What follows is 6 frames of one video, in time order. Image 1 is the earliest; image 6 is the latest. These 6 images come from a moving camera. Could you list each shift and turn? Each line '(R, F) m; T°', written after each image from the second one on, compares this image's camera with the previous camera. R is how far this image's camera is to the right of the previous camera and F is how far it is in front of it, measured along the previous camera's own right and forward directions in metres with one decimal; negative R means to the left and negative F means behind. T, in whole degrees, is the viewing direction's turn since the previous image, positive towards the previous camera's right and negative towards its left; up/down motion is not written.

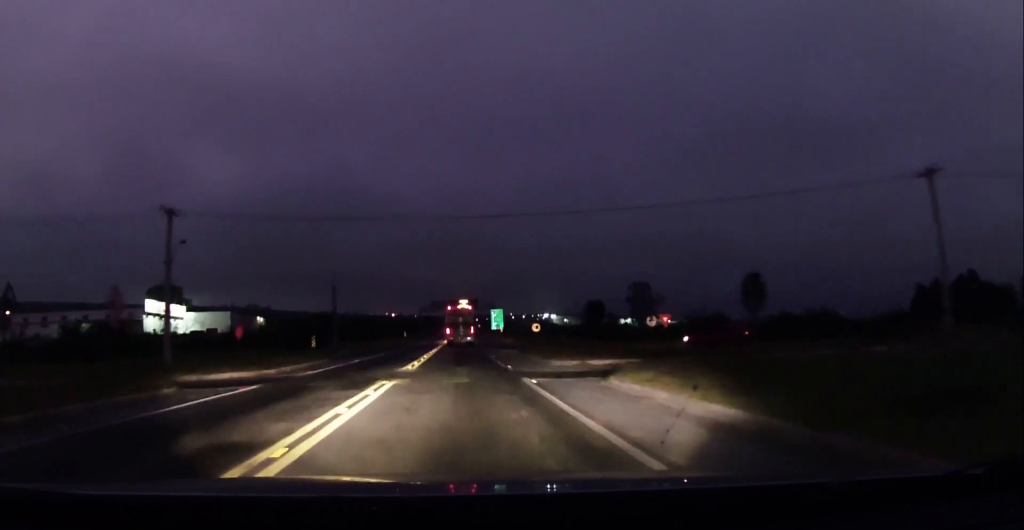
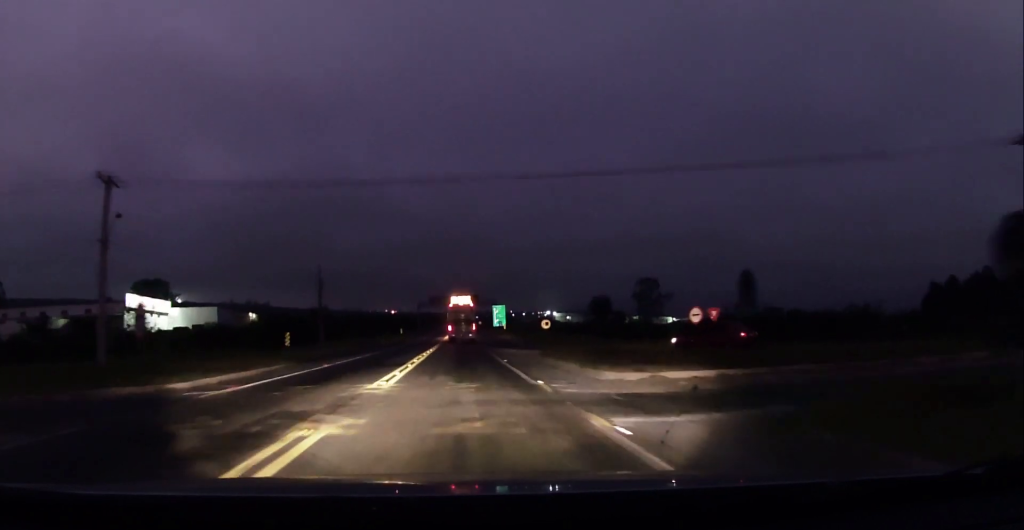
(-0.3, +8.3) m; 0°
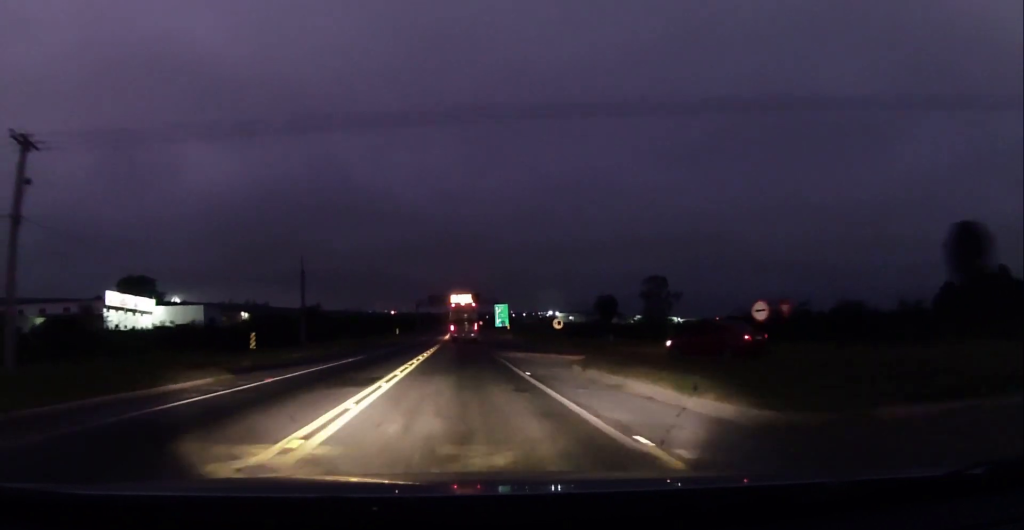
(+0.4, +8.1) m; +1°
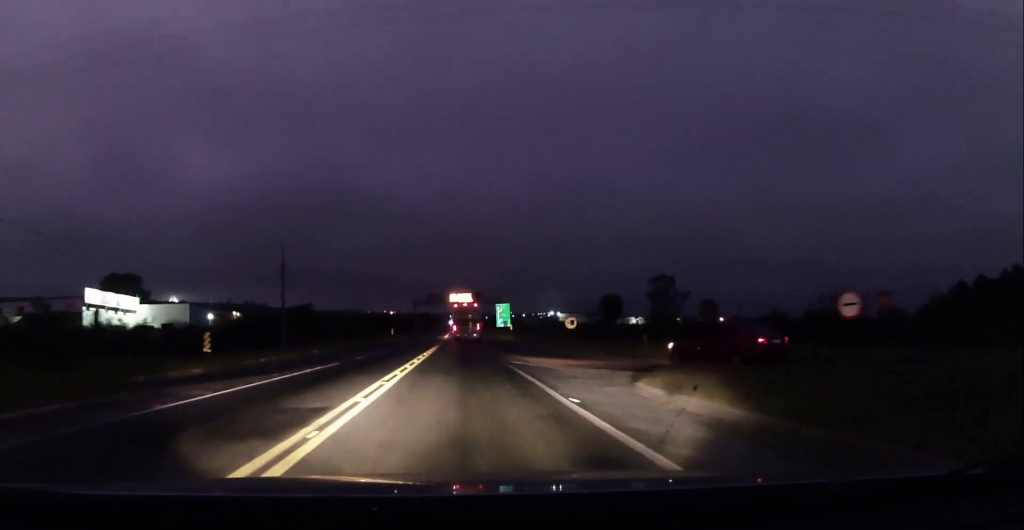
(+0.1, +7.3) m; 0°
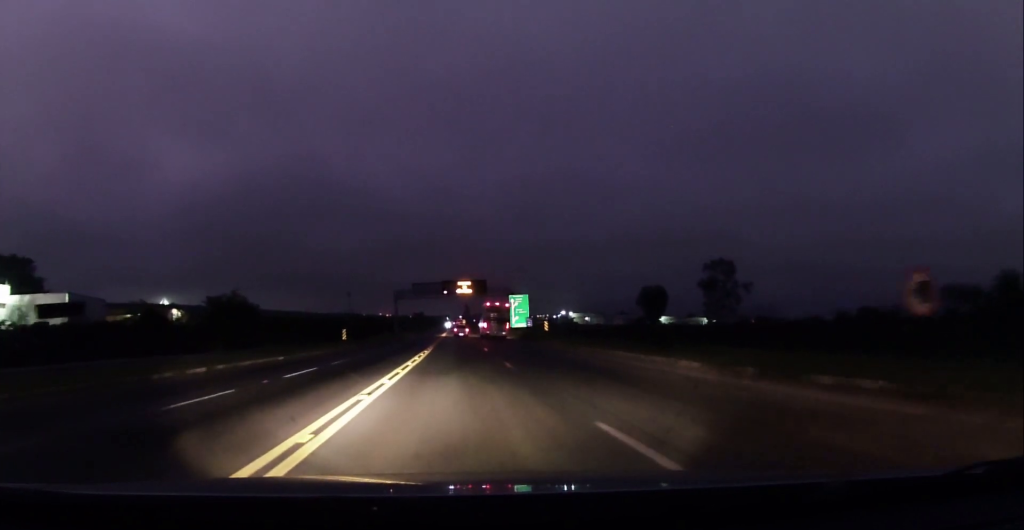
(-1.1, +42.5) m; -3°
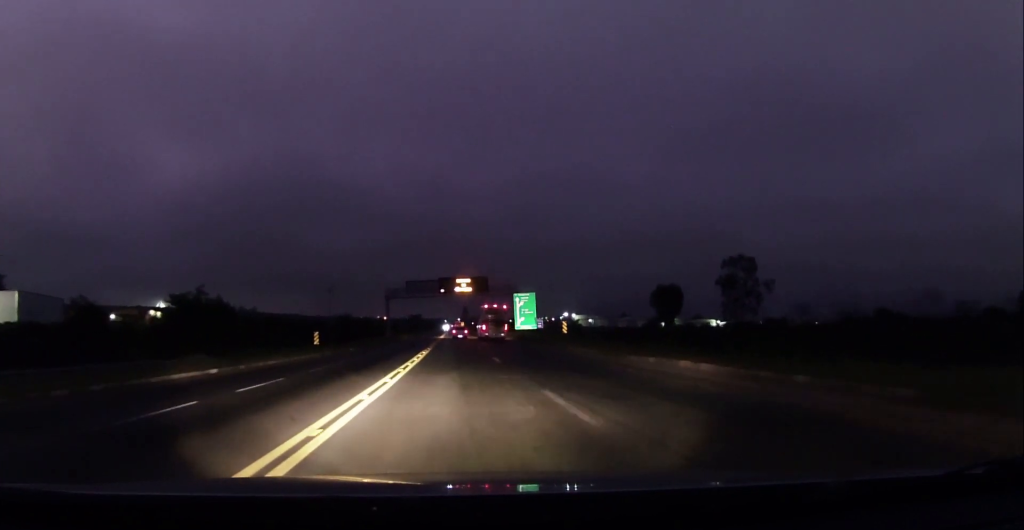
(-0.4, +11.4) m; 0°
